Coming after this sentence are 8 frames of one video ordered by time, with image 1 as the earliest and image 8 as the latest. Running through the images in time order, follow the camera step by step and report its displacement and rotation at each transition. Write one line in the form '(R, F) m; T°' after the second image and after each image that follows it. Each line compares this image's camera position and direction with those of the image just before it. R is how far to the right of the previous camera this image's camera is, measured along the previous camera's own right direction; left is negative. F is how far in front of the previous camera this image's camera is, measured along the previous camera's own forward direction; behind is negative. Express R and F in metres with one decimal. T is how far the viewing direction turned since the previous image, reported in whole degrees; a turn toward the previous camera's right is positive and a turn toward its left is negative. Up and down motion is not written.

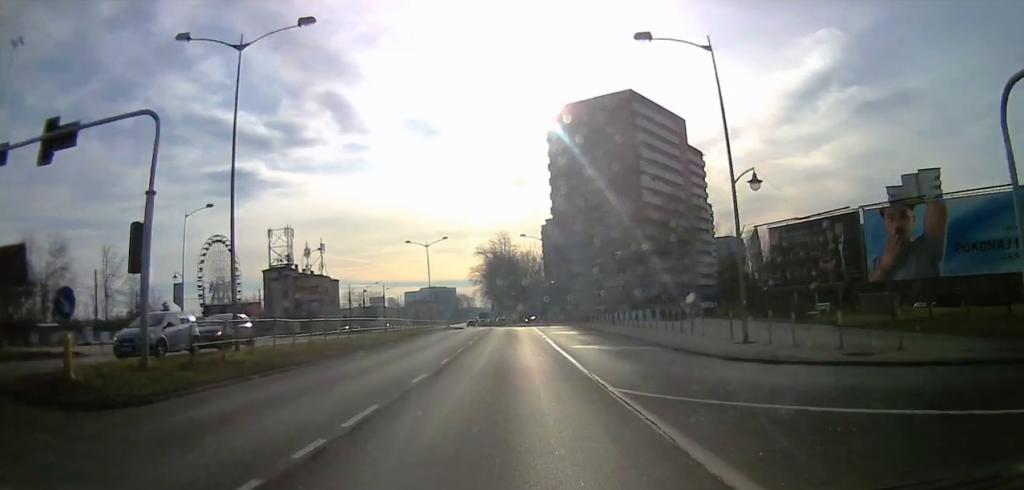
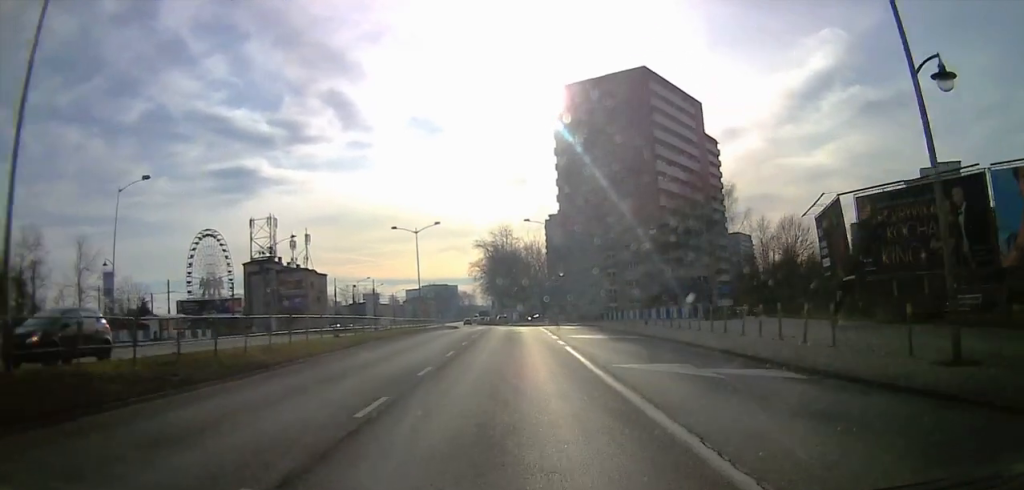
(-0.5, +11.1) m; 0°
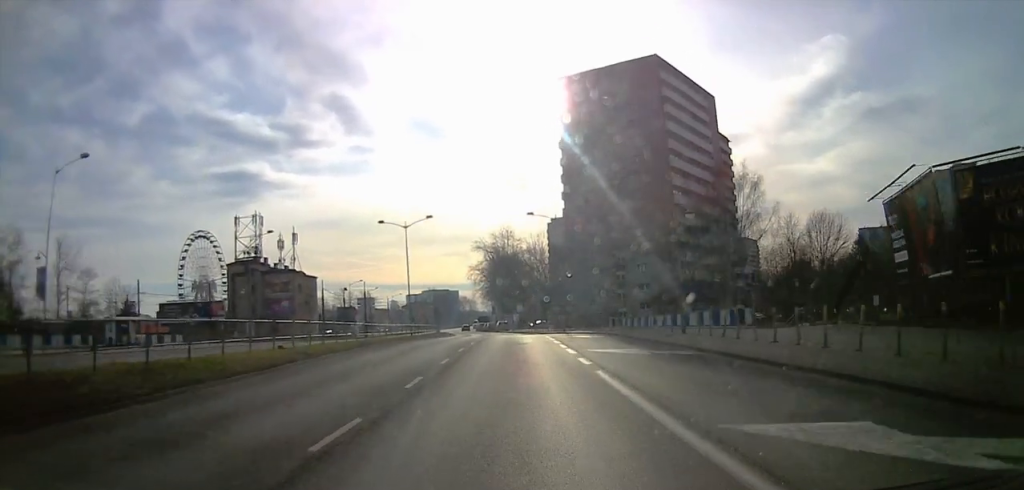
(+0.6, +8.0) m; 0°
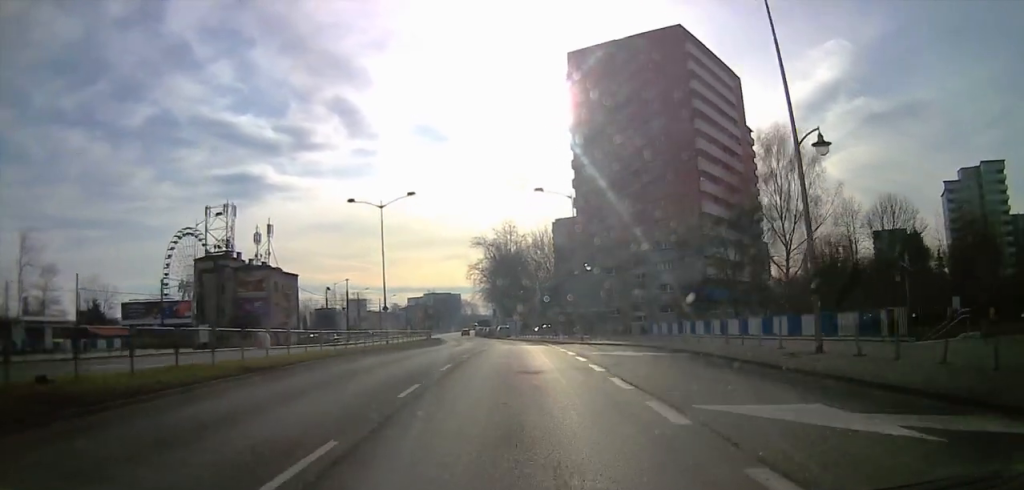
(-0.3, +13.2) m; 0°
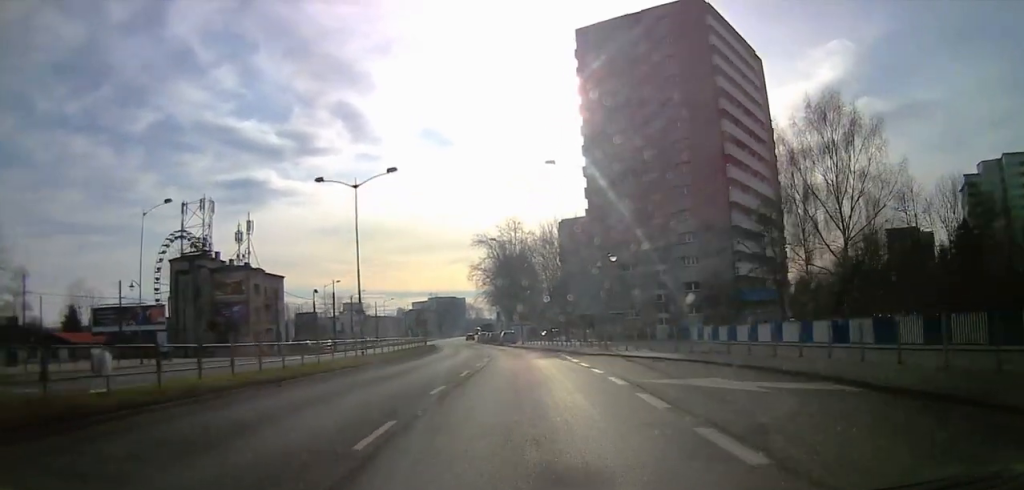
(-0.4, +9.5) m; 0°
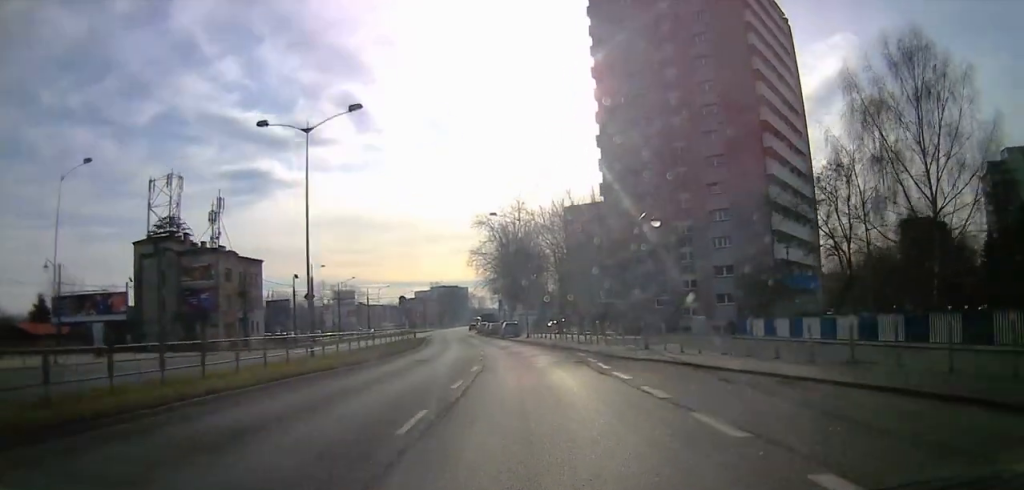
(+0.8, +10.5) m; +1°
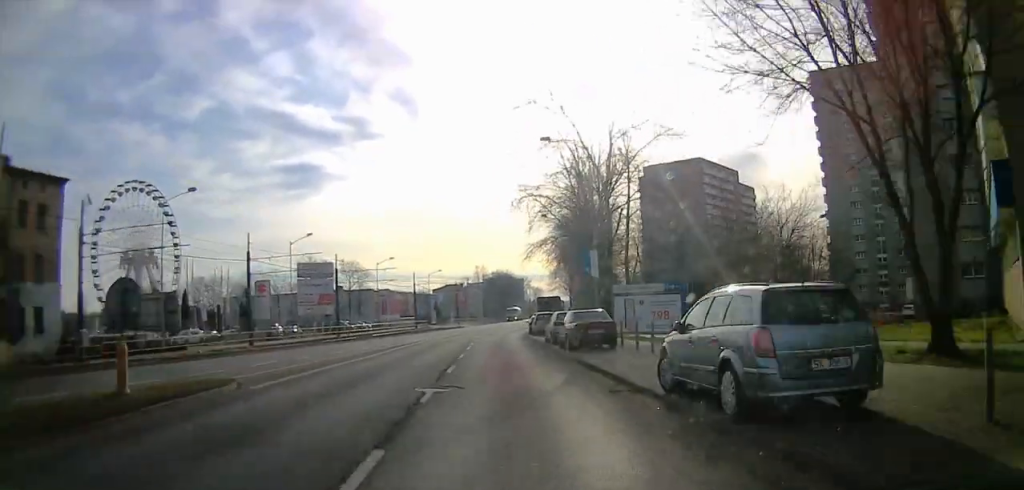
(-1.4, +53.5) m; -2°
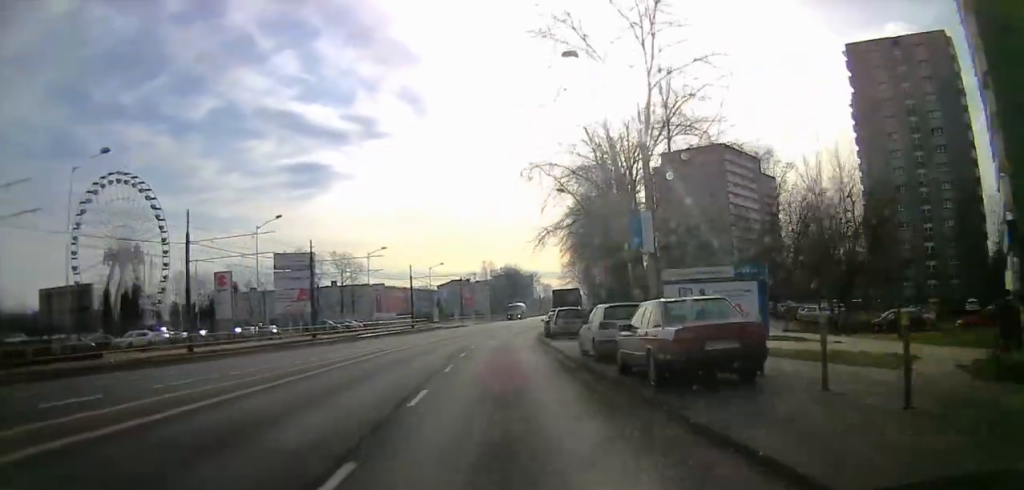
(-0.7, +12.1) m; -4°
